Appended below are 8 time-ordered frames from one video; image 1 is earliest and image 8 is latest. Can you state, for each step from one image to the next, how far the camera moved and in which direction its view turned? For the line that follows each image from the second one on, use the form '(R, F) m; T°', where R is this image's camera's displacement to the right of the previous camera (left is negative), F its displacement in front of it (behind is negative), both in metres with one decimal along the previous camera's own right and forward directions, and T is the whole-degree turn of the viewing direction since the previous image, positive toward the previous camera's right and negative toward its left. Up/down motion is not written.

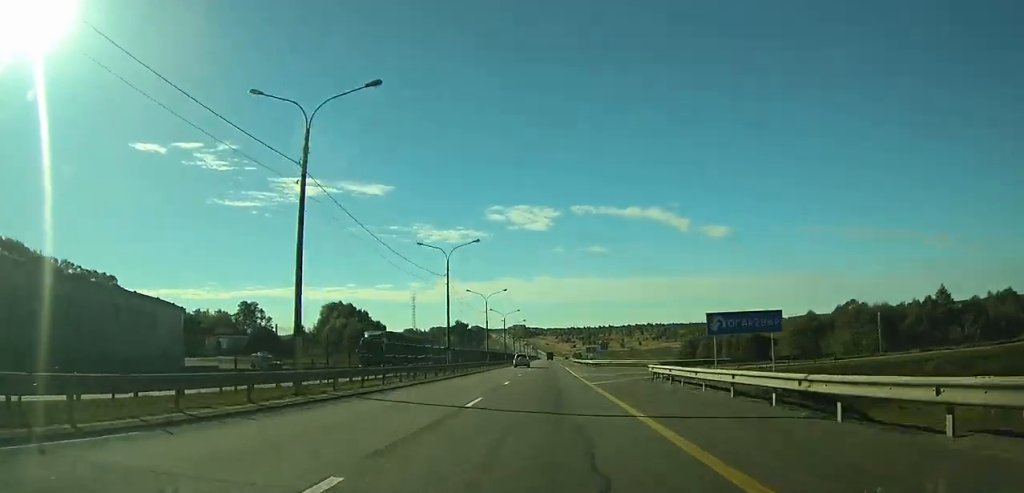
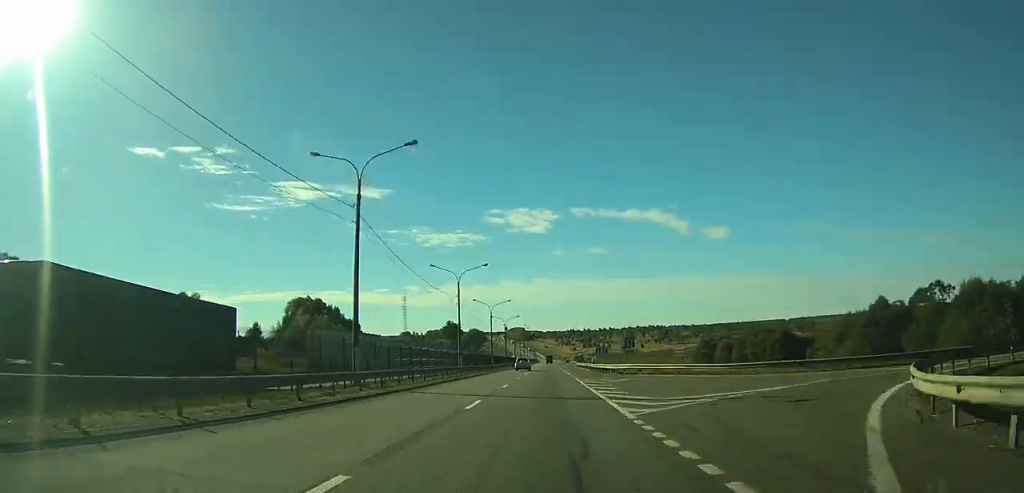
(0.0, +23.5) m; 0°
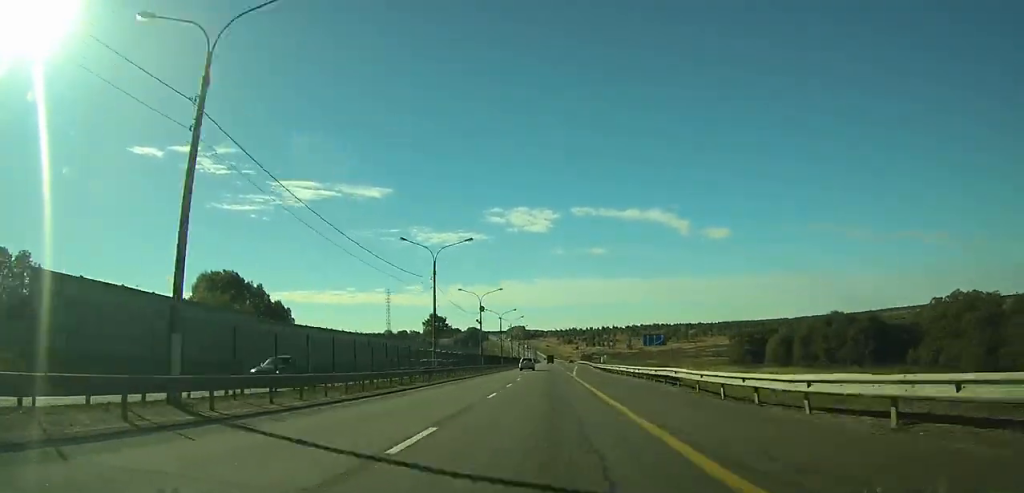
(0.0, +43.3) m; 0°
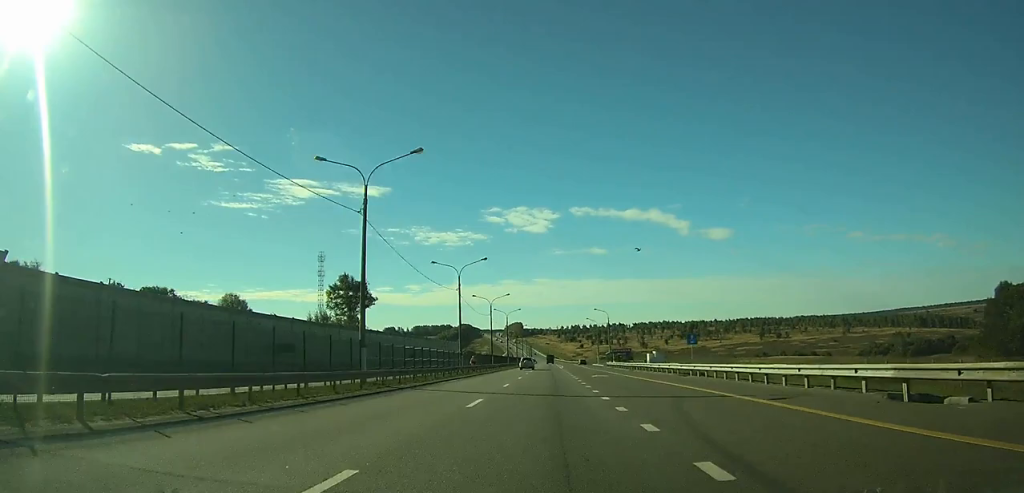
(+0.2, +105.9) m; 0°
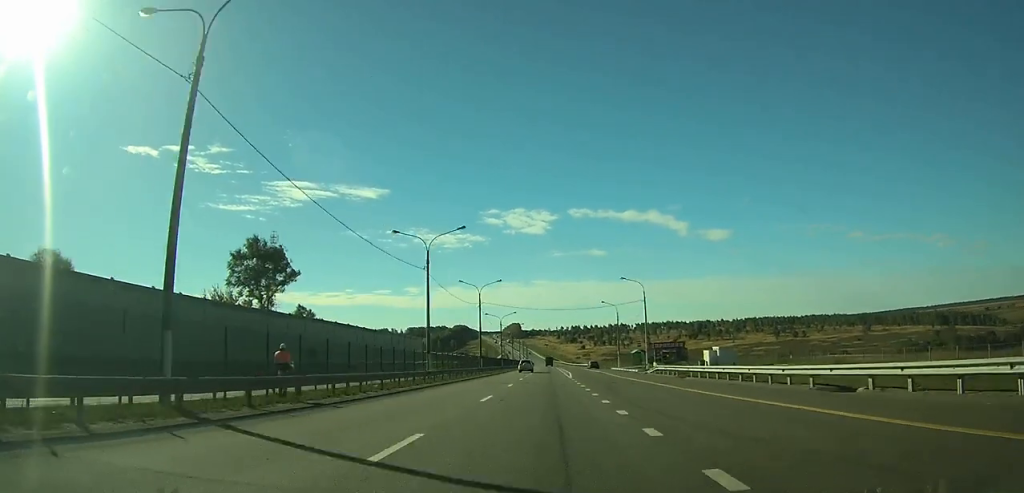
(+0.1, +44.6) m; 0°
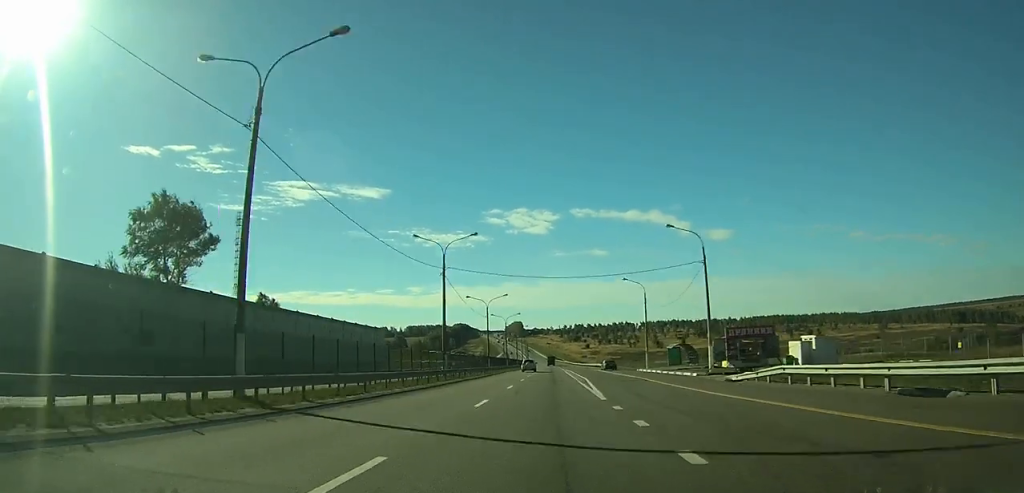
(-0.1, +26.7) m; 0°
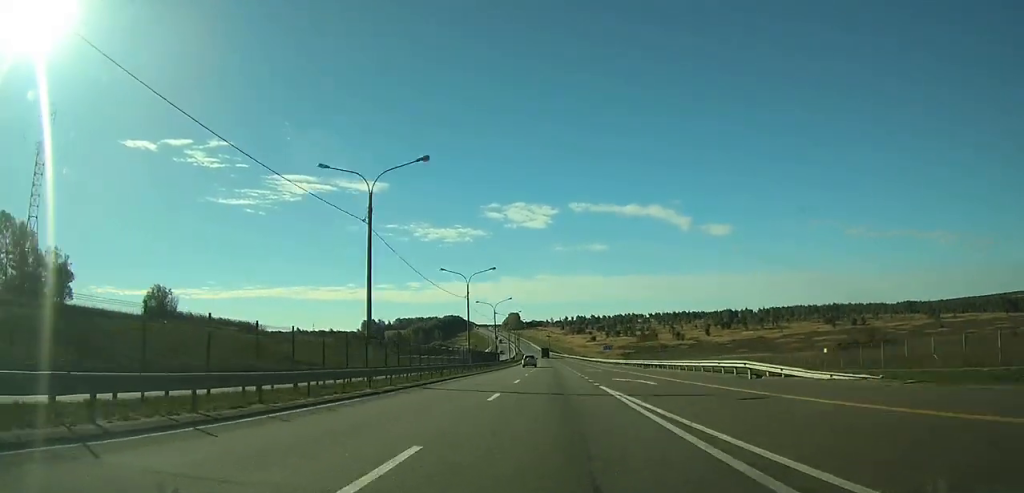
(-0.4, +83.8) m; 0°
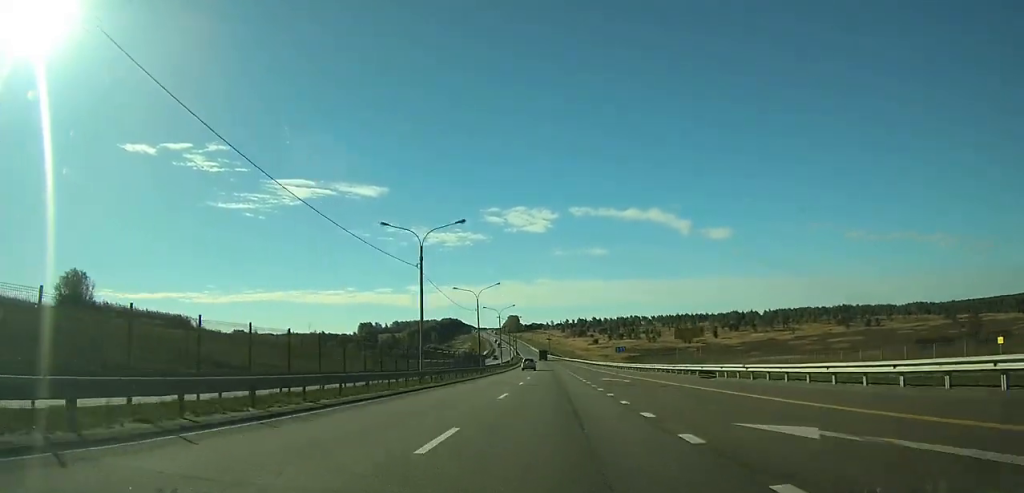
(0.0, +21.5) m; 0°
